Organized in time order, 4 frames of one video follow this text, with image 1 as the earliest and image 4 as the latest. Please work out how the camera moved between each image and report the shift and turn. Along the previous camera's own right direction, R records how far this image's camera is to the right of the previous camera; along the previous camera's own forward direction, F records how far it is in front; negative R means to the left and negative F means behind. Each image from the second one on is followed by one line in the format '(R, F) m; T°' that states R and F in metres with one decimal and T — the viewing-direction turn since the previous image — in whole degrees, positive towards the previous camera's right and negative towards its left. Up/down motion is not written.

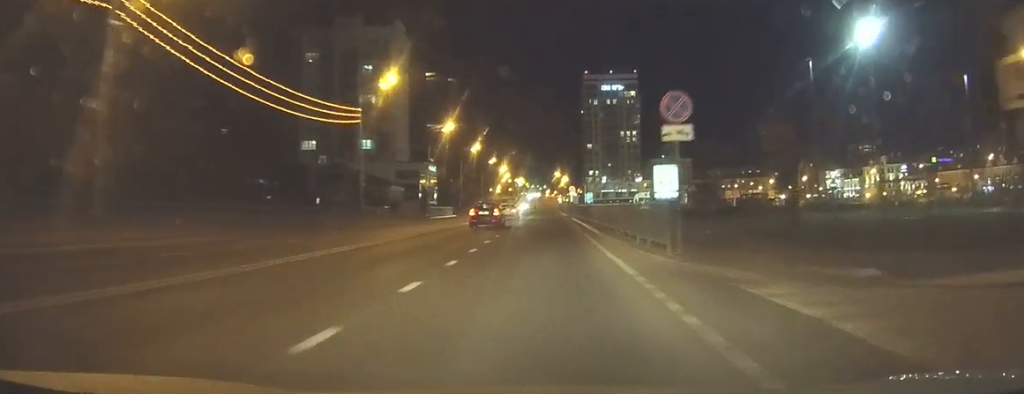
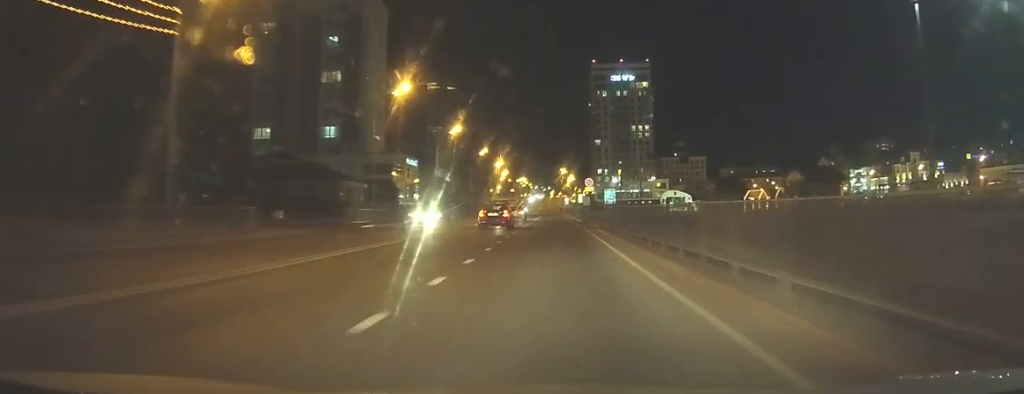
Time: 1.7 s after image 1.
(-0.3, +26.9) m; -1°
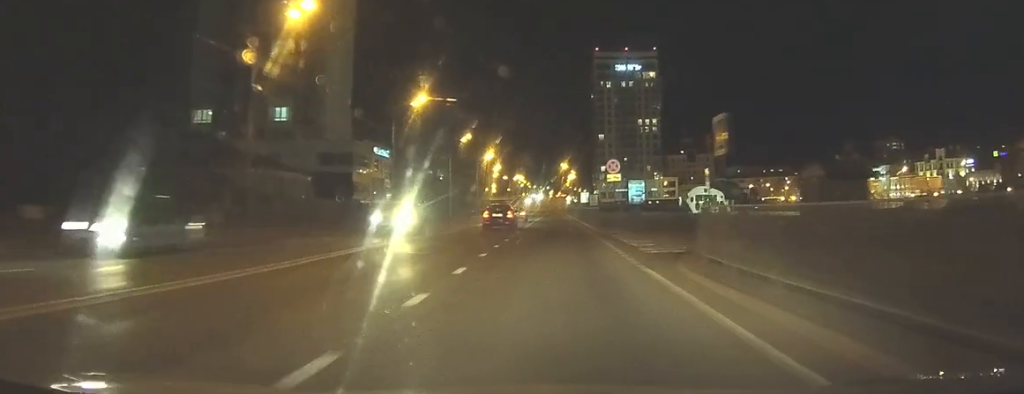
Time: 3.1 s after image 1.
(-0.3, +22.1) m; -1°
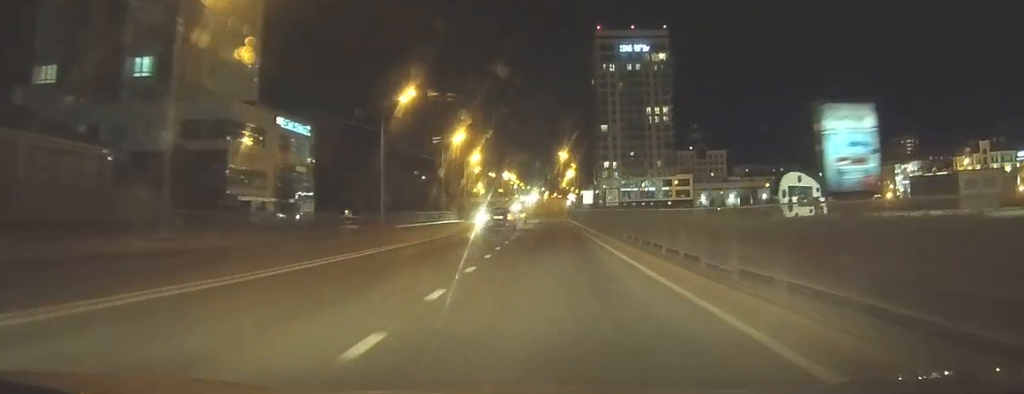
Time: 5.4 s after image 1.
(-0.2, +35.3) m; -1°
